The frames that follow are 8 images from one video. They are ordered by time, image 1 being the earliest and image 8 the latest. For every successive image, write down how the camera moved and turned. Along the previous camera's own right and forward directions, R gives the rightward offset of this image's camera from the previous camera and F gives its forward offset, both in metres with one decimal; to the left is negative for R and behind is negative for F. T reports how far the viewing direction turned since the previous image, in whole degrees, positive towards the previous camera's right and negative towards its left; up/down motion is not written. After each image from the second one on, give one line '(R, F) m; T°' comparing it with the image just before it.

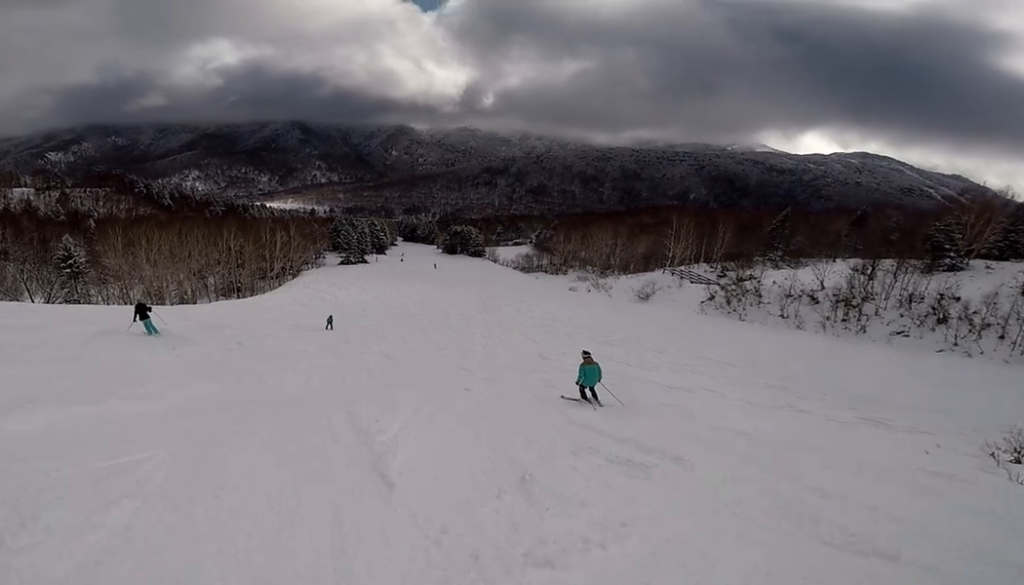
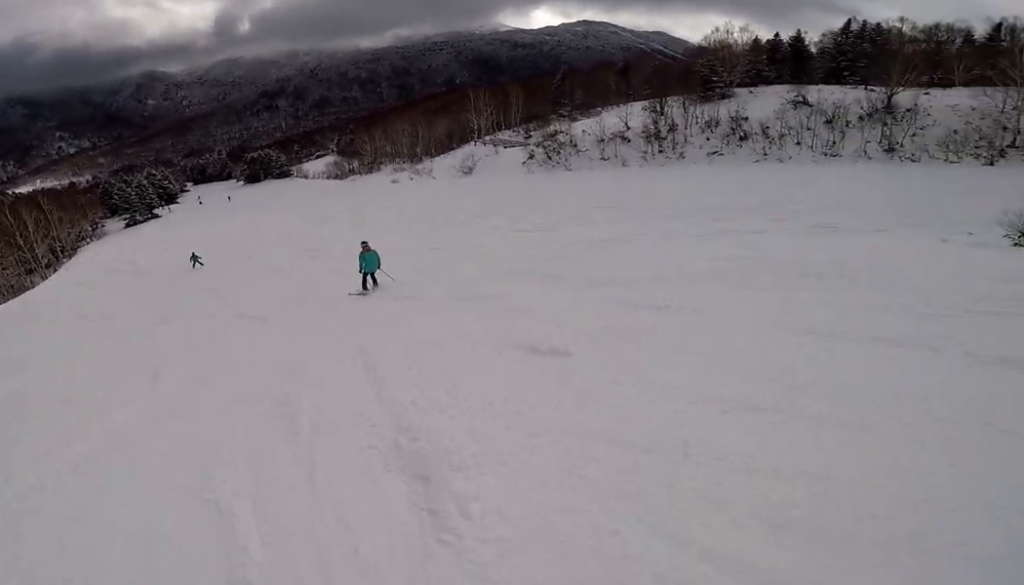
(+1.0, +9.1) m; +8°
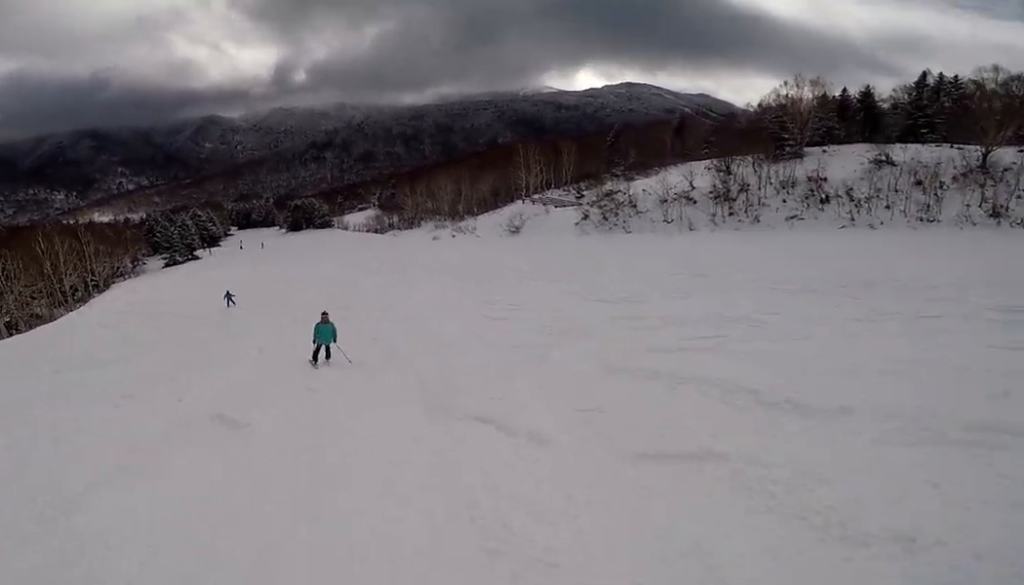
(0.0, +5.5) m; -3°
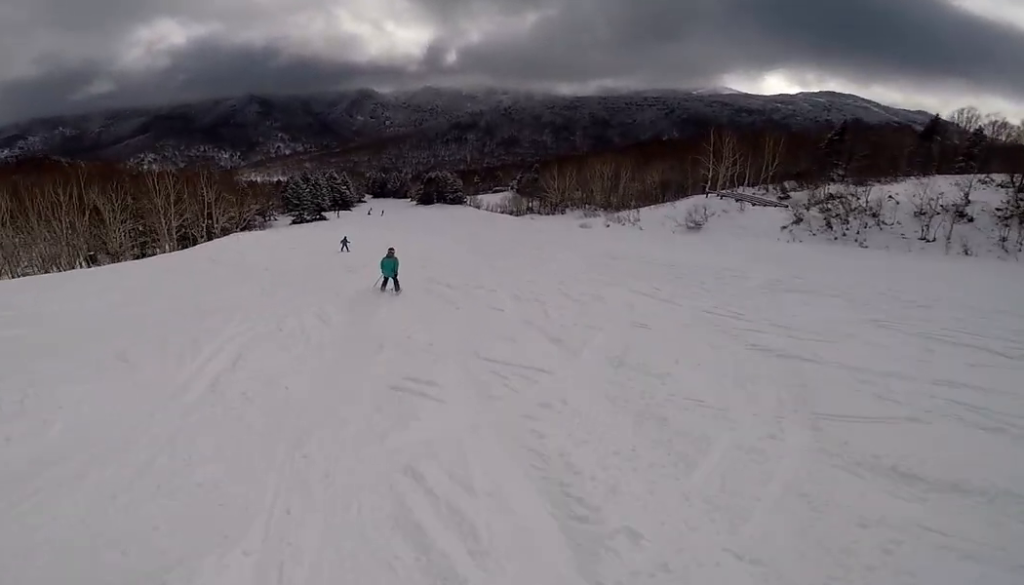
(-0.5, +10.0) m; -2°
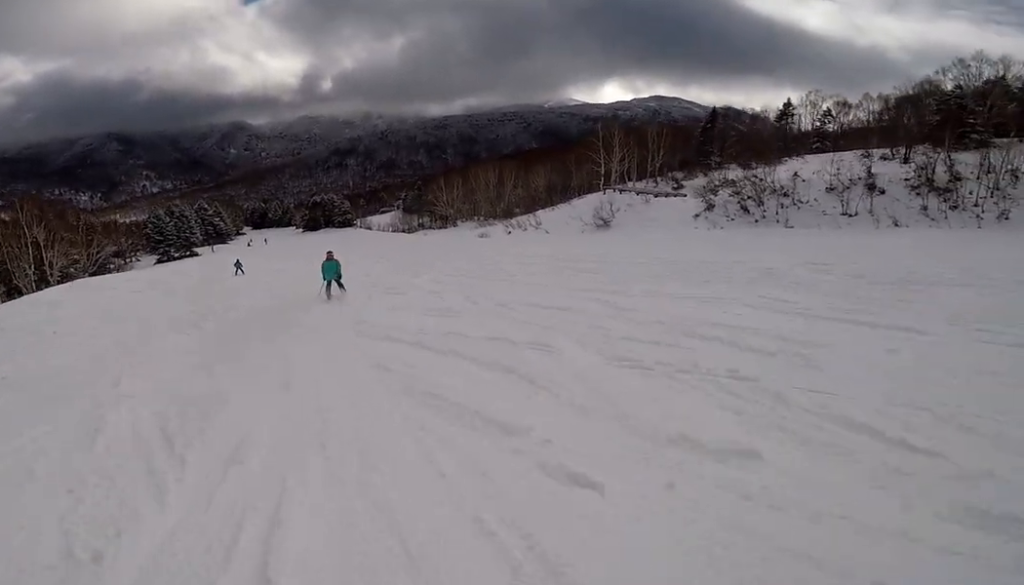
(0.0, +9.1) m; 0°
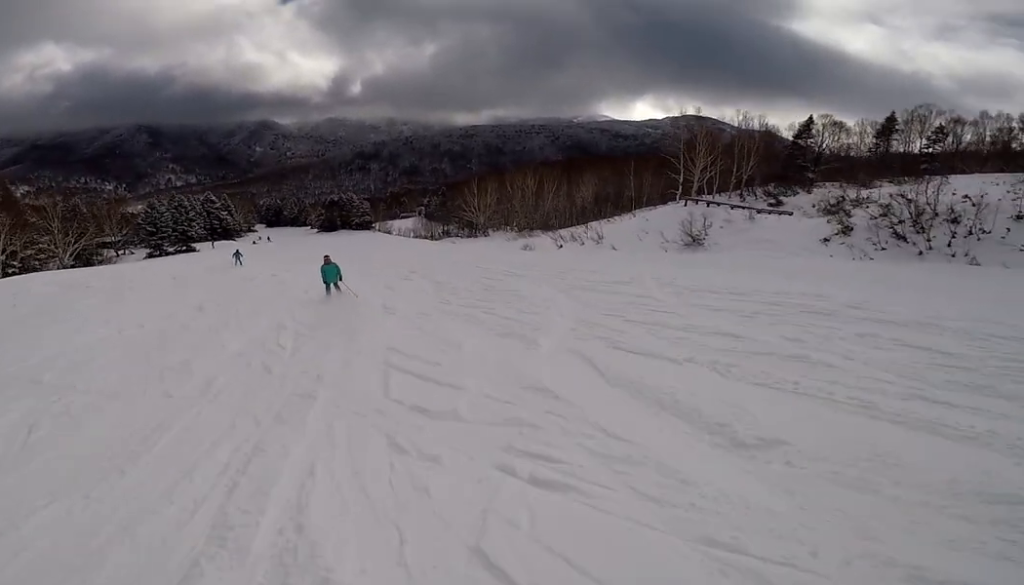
(0.0, +12.2) m; -3°
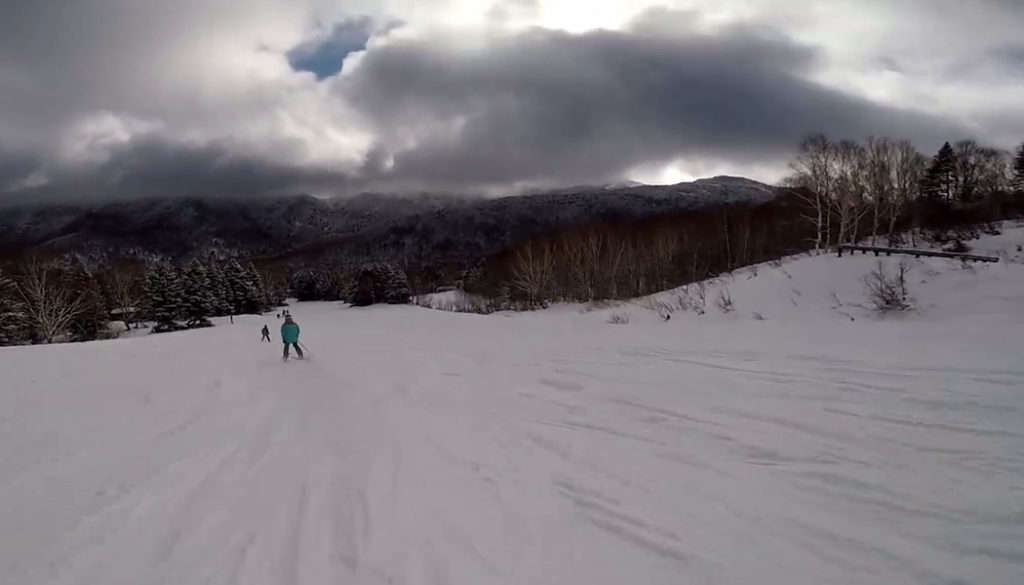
(-0.6, +13.7) m; -3°
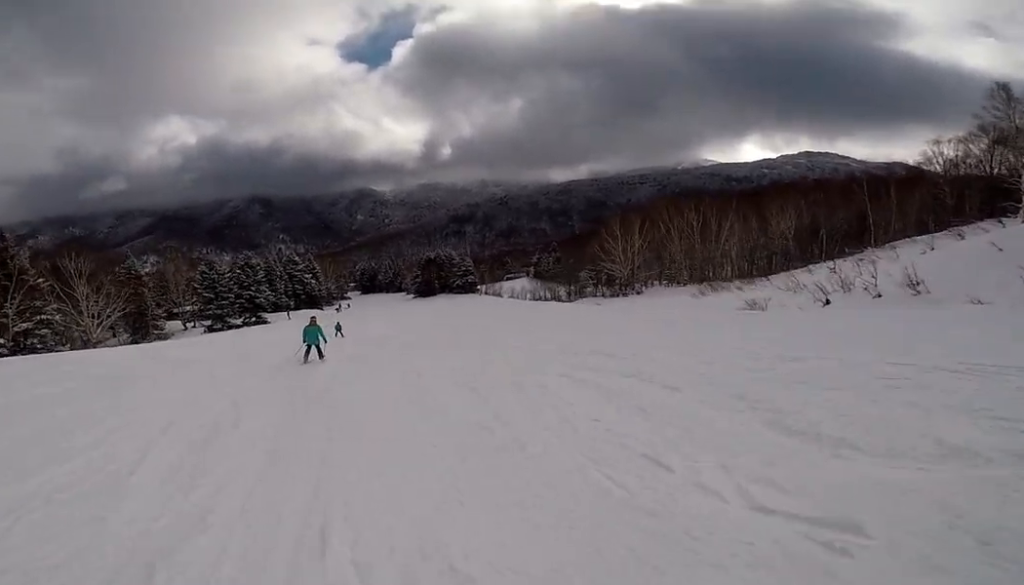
(0.0, +7.8) m; +1°
